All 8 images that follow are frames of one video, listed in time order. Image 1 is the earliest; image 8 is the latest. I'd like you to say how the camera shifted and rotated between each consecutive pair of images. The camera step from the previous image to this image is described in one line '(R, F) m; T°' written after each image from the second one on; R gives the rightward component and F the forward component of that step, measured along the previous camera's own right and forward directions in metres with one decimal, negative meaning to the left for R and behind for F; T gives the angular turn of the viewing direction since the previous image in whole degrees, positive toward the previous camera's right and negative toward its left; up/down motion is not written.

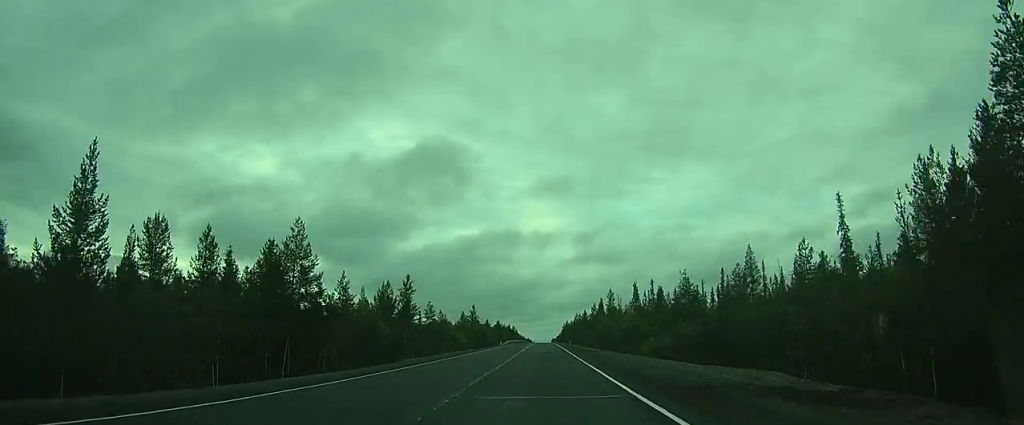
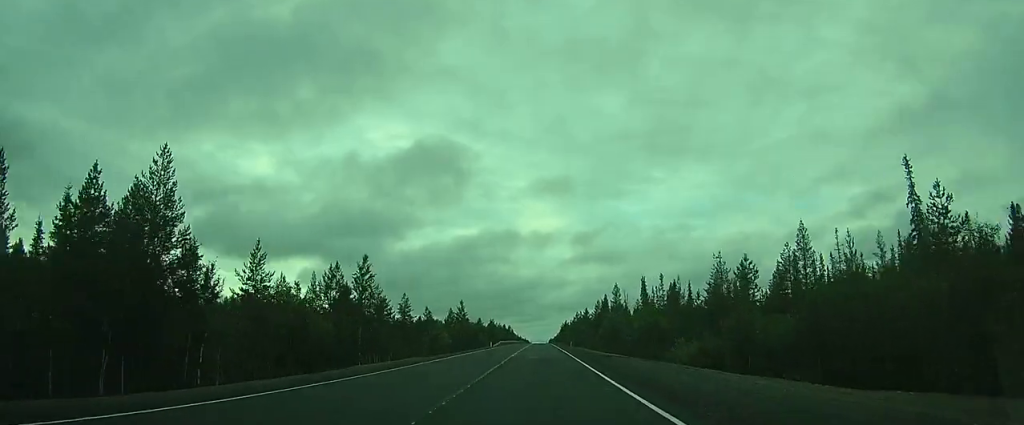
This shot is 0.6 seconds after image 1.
(0.0, +14.0) m; -1°
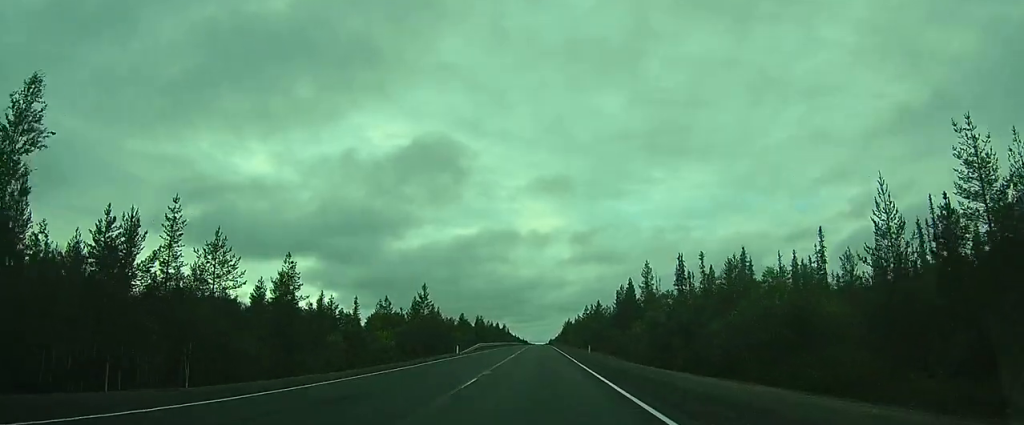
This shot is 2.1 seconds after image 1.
(-0.4, +33.0) m; -1°
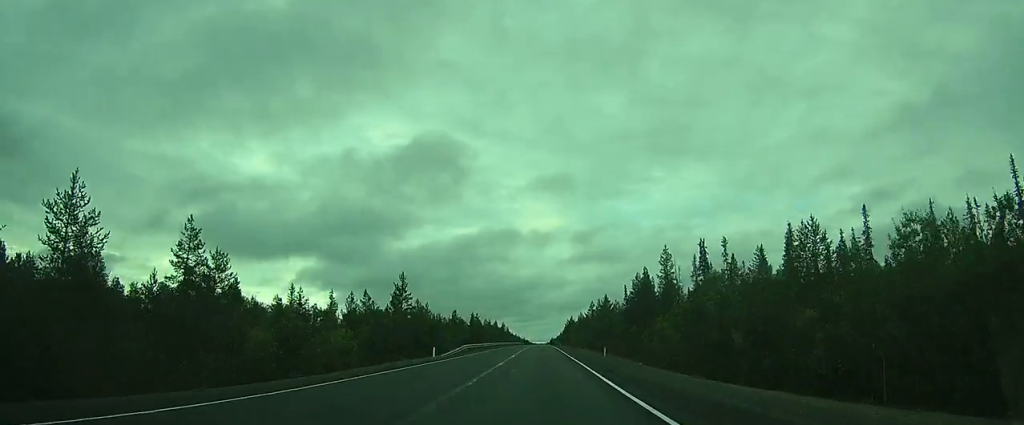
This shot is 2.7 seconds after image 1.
(0.0, +11.7) m; 0°
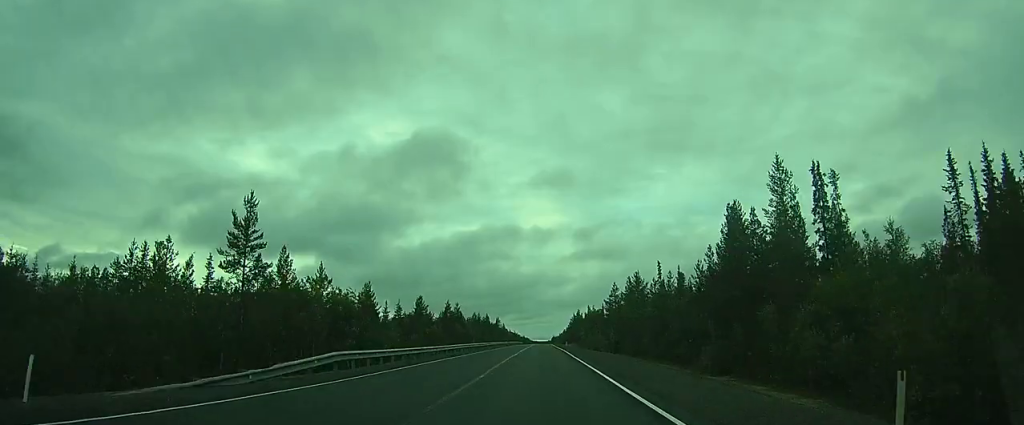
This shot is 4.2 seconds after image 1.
(+0.3, +32.8) m; +1°
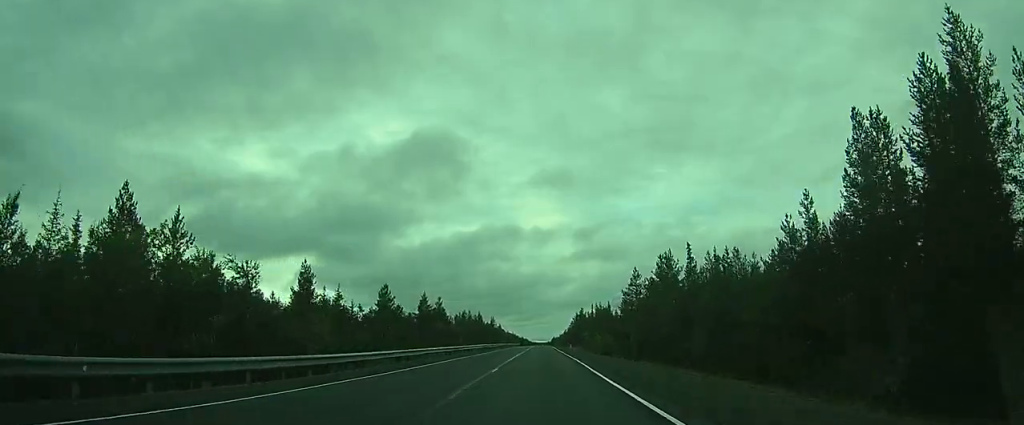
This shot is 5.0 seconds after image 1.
(0.0, +17.5) m; 0°
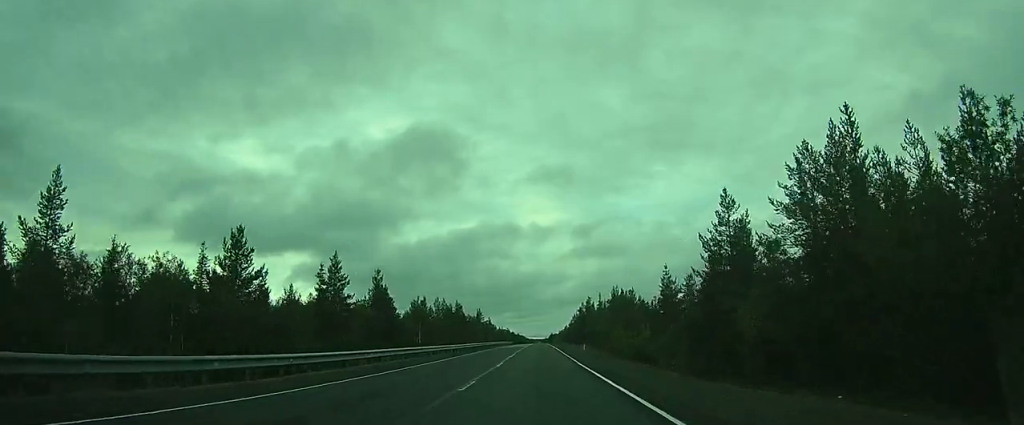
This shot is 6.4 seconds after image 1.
(+0.1, +30.6) m; 0°
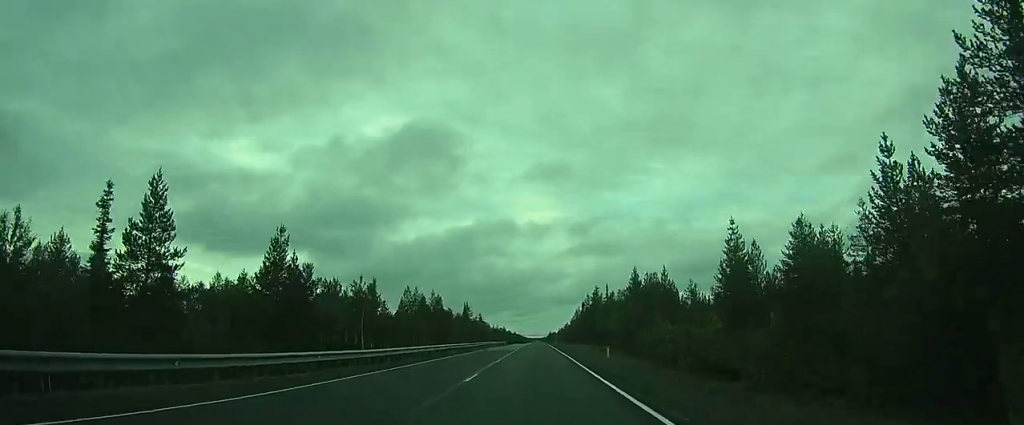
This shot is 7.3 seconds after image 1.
(0.0, +20.4) m; 0°
